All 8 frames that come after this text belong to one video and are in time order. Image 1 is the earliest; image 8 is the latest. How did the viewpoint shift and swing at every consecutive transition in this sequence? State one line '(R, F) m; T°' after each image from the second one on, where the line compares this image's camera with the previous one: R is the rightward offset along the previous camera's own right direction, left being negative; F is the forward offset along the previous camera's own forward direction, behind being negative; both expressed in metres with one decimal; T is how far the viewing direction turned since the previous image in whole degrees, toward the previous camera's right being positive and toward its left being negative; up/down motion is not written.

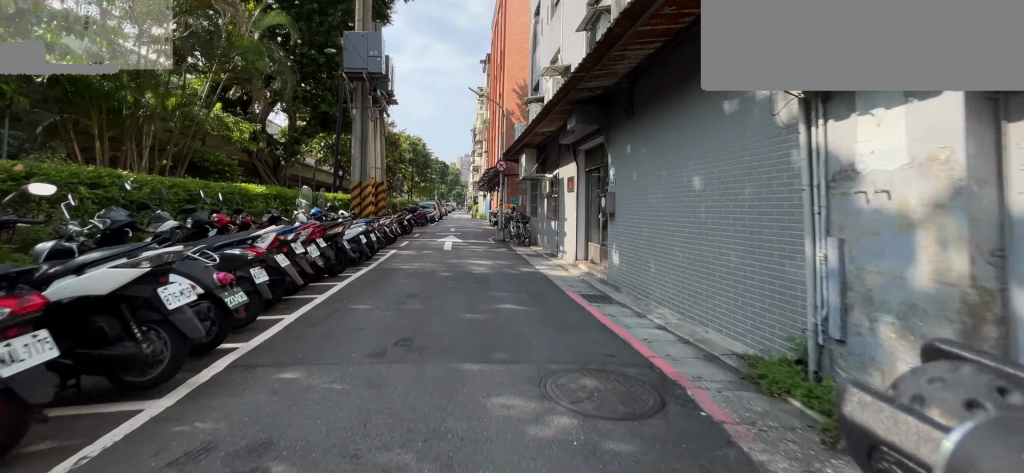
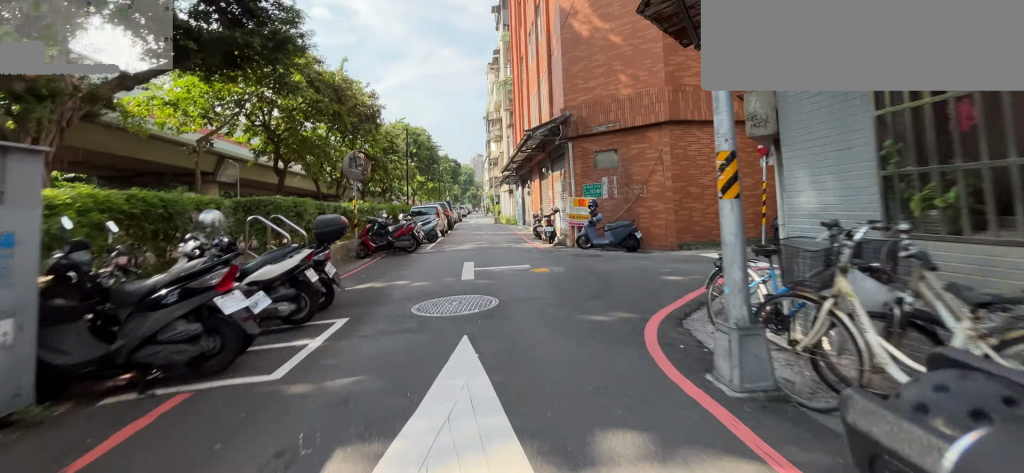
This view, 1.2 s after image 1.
(0.0, +14.3) m; -2°
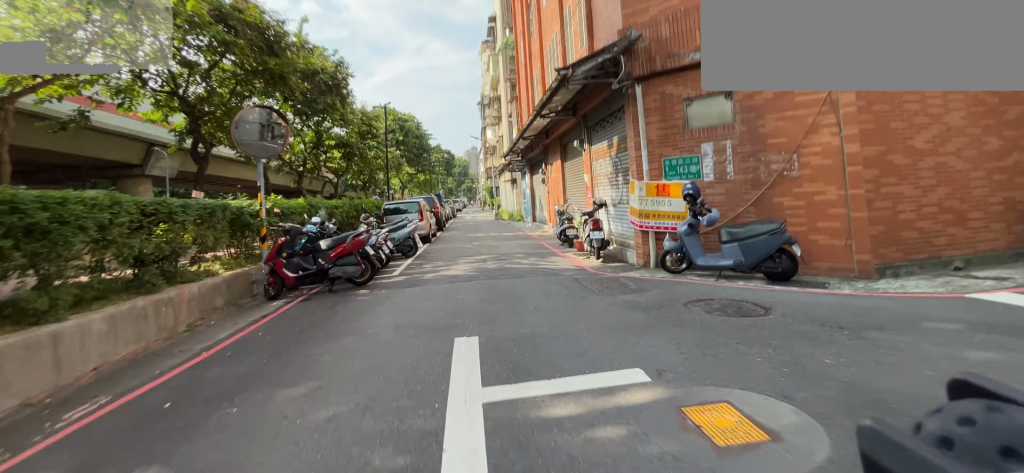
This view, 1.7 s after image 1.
(0.0, +5.7) m; -1°
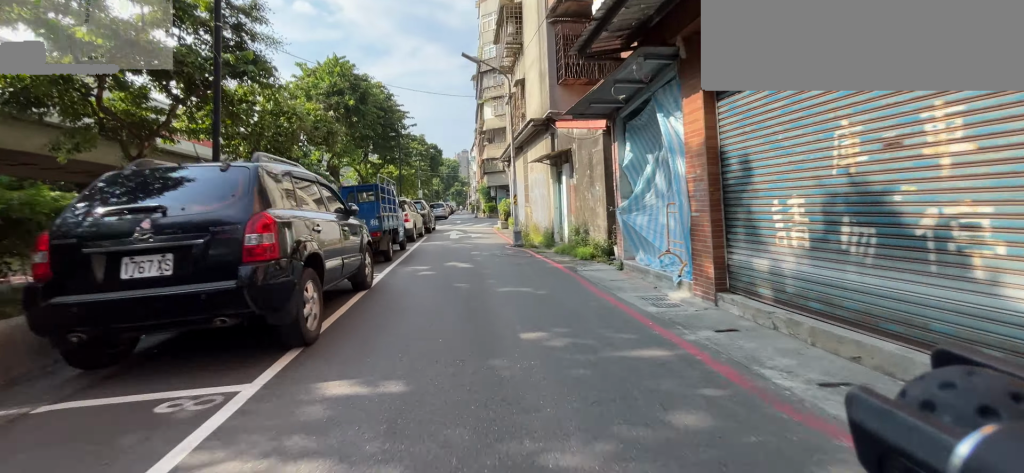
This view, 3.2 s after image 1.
(-0.6, +15.8) m; 0°
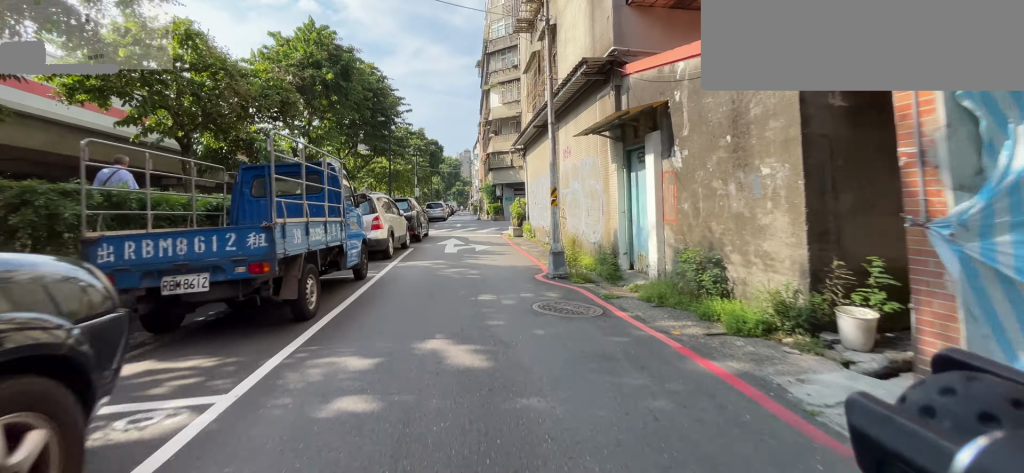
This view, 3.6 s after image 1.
(-0.1, +5.1) m; +2°
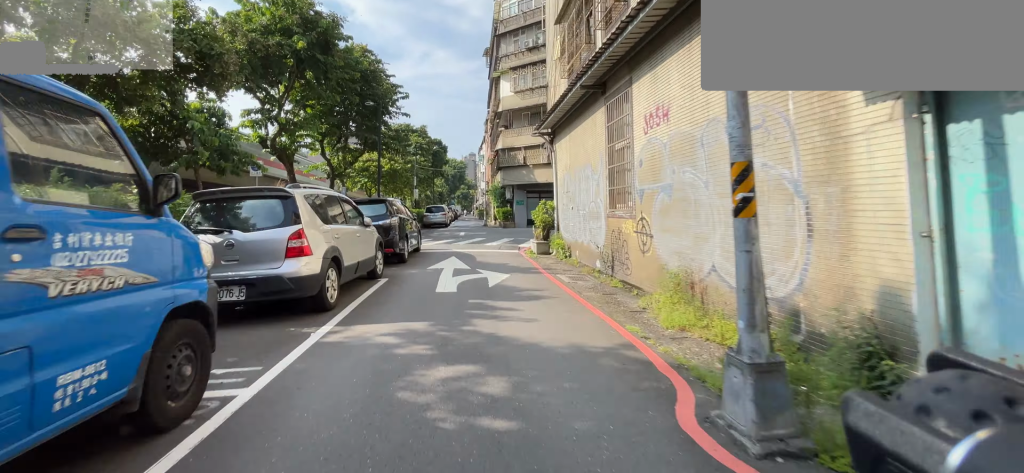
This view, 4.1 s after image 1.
(+0.3, +4.6) m; +2°
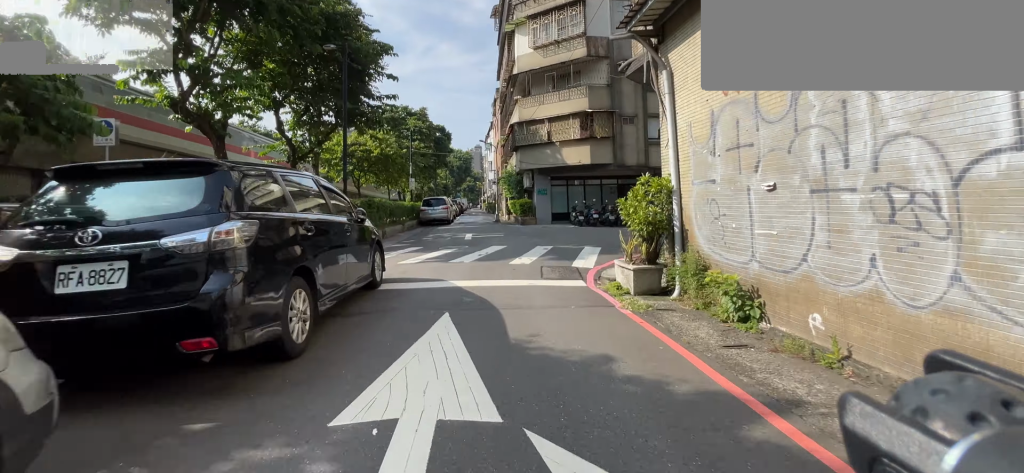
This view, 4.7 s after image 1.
(+0.2, +6.8) m; +1°
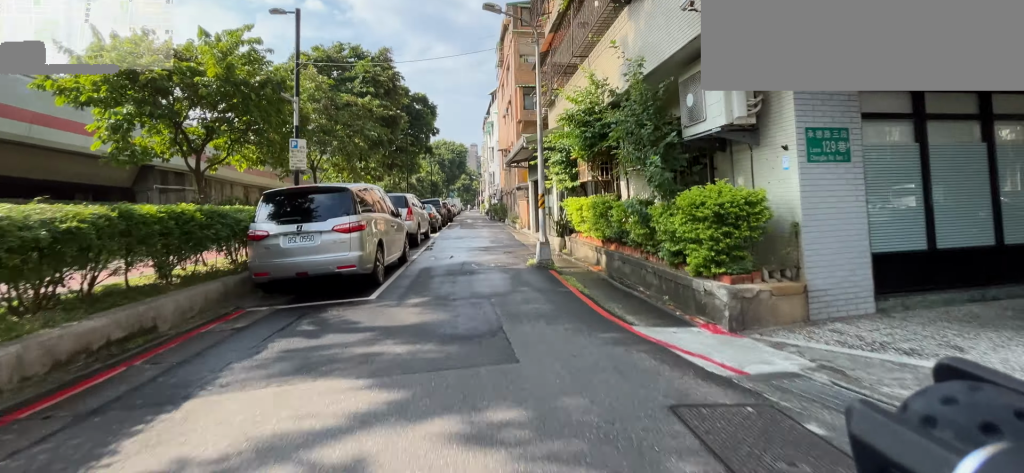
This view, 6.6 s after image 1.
(-0.3, +20.1) m; -1°
